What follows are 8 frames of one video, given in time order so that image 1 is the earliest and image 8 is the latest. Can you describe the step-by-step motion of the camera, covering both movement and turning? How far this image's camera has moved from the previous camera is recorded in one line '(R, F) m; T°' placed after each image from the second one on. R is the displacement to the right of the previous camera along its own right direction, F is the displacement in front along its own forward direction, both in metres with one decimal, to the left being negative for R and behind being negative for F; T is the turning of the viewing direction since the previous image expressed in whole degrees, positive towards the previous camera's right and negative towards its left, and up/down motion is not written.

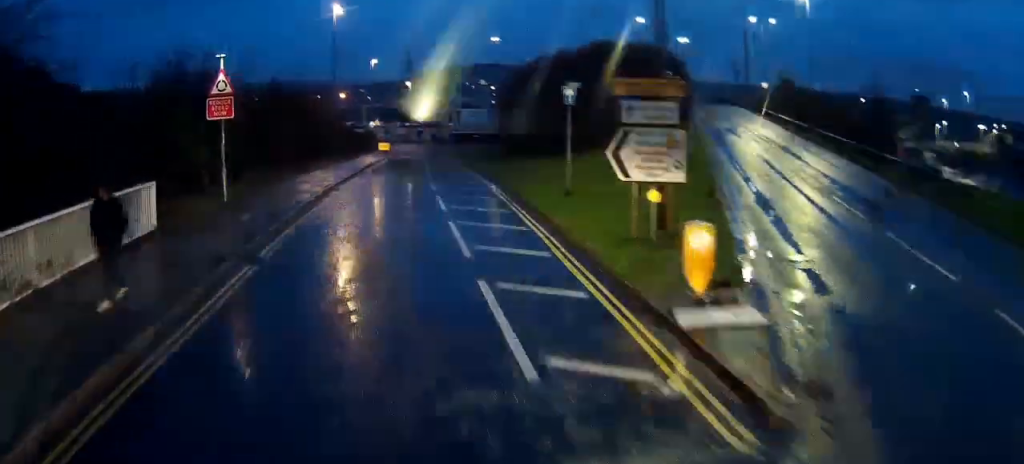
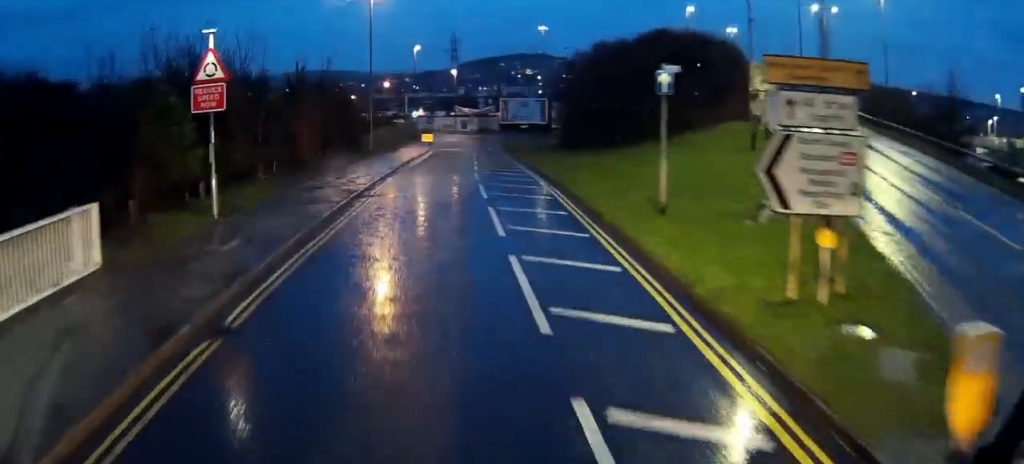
(-0.5, +4.8) m; -3°
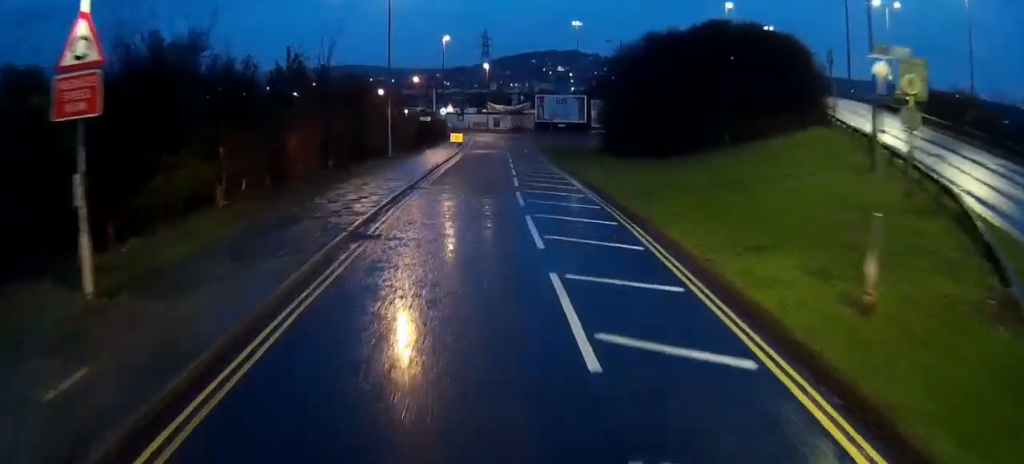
(-0.3, +7.1) m; -2°
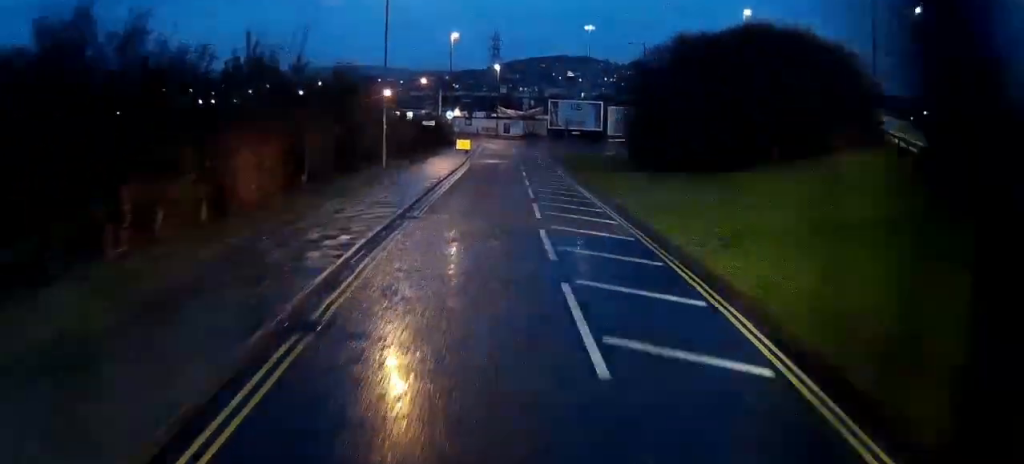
(0.0, +5.7) m; 0°
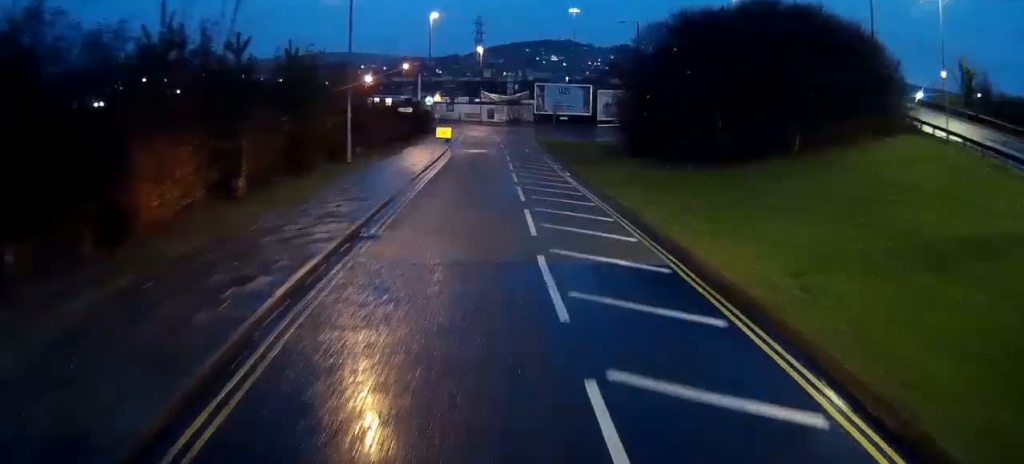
(0.0, +4.4) m; 0°
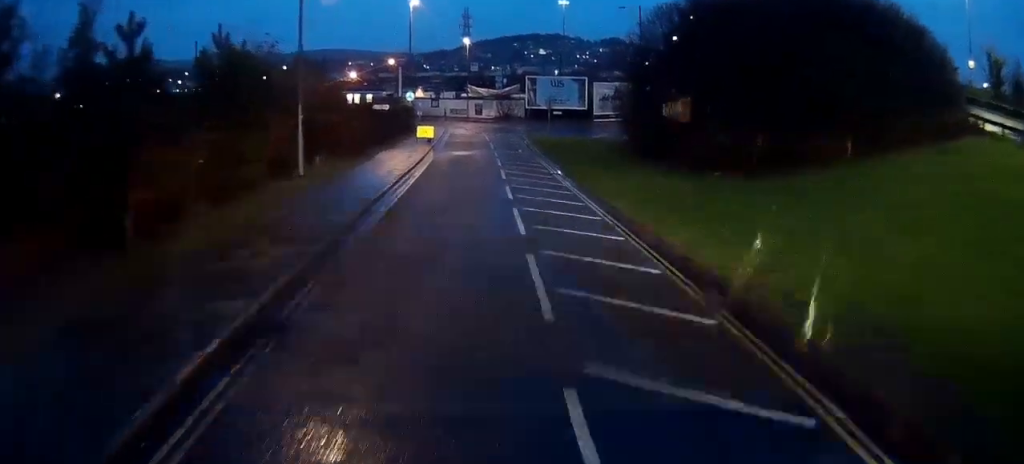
(0.0, +5.8) m; 0°
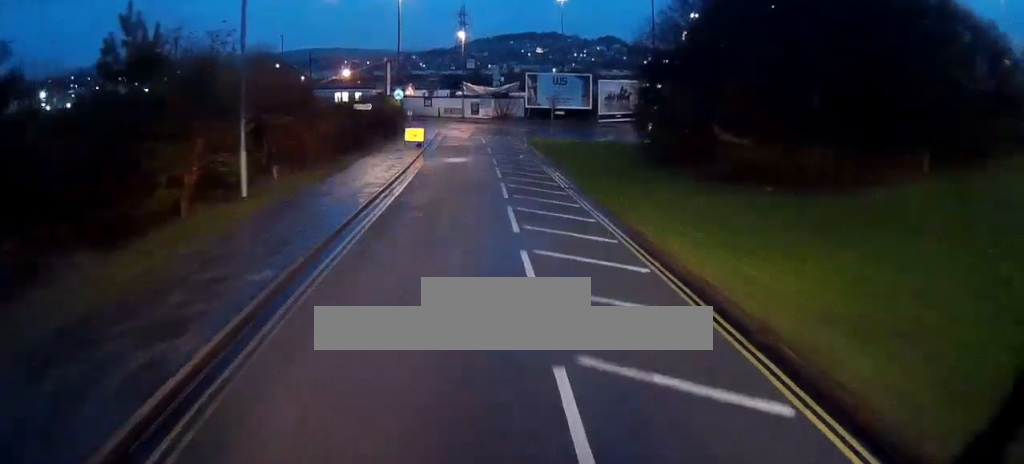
(0.0, +5.3) m; -1°
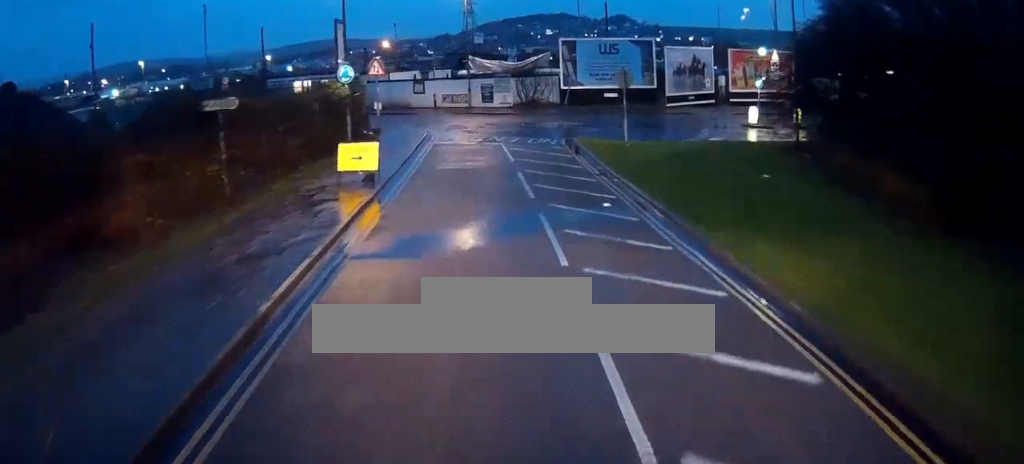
(0.0, +22.6) m; 0°
